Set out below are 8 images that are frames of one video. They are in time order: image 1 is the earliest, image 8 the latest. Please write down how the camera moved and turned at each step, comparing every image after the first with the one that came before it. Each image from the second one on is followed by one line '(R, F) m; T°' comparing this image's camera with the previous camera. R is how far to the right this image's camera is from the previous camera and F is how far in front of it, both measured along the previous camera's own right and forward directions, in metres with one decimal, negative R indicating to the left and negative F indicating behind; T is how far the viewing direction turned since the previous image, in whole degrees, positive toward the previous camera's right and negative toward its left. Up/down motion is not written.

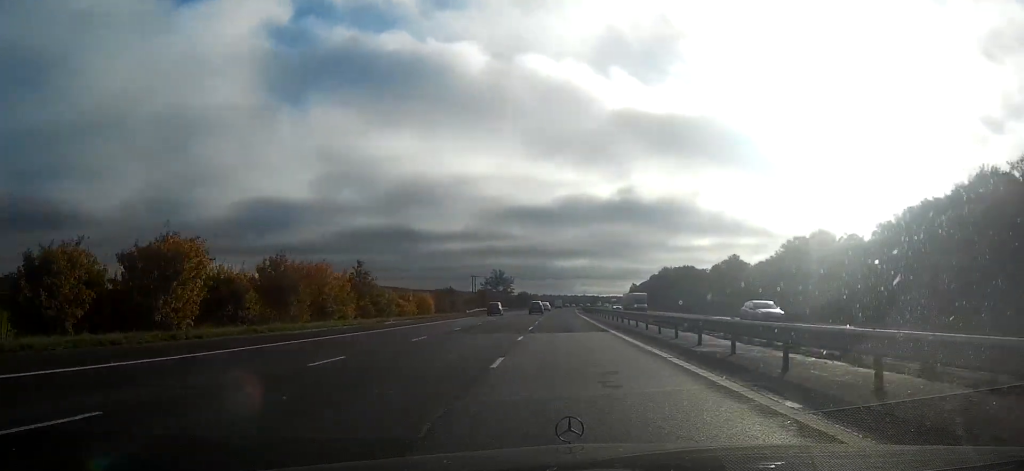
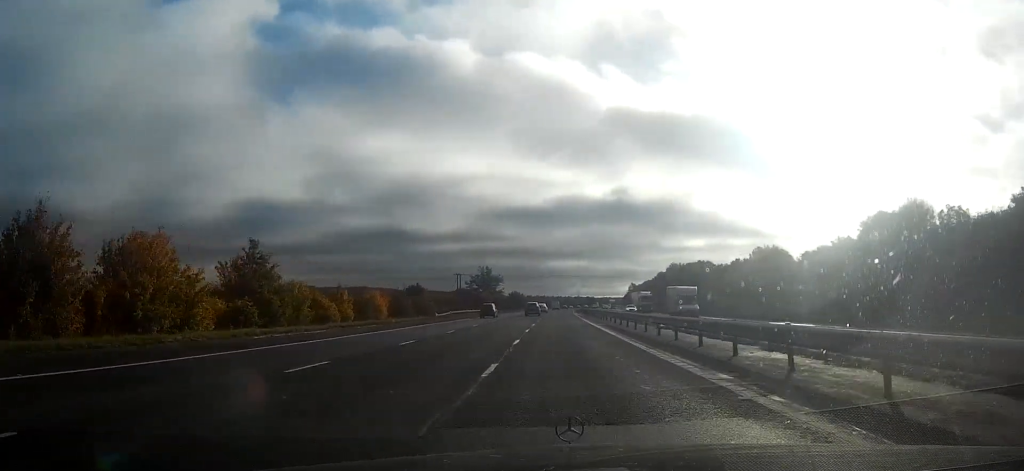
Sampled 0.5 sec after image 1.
(-0.2, +19.6) m; 0°
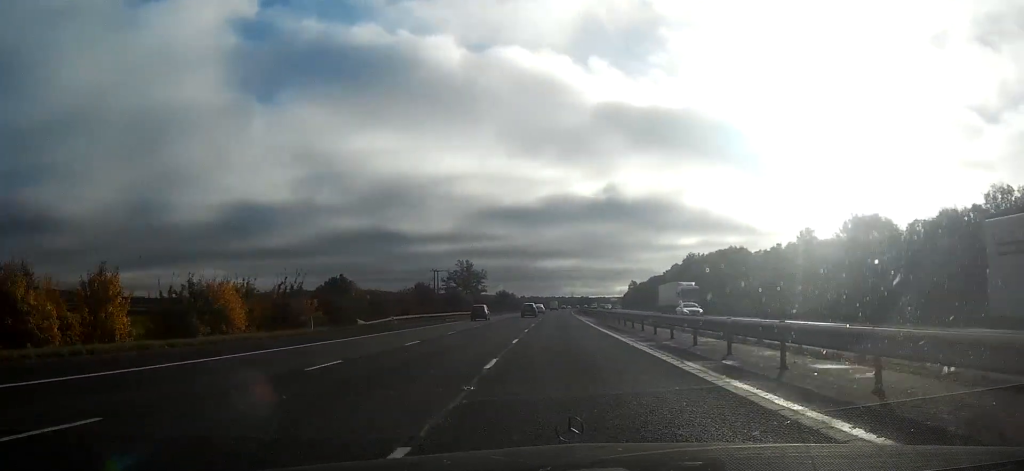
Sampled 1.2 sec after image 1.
(+0.3, +25.7) m; +1°
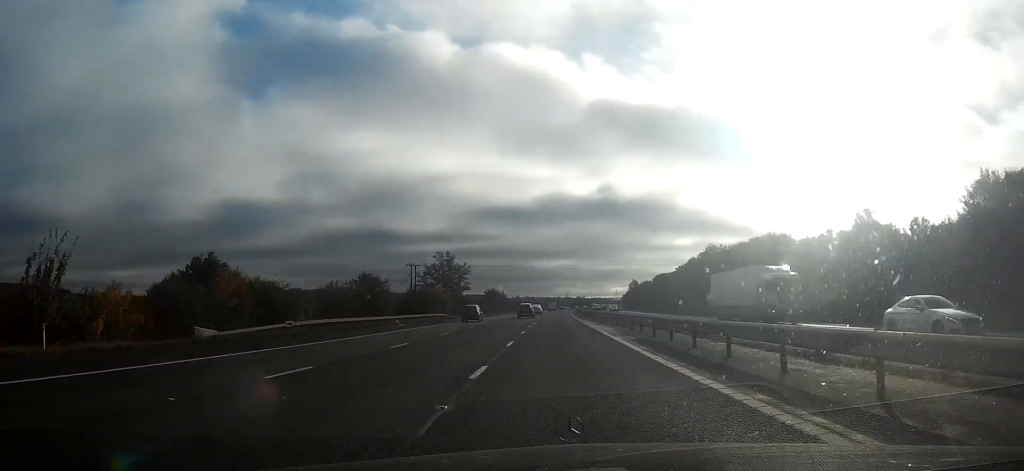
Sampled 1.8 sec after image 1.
(+0.1, +19.5) m; +1°
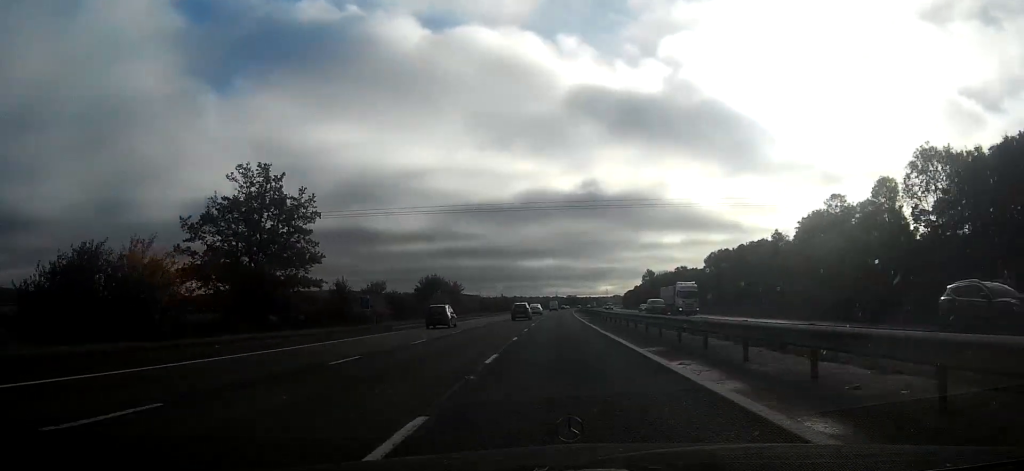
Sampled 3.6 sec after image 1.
(+1.4, +68.5) m; +2°
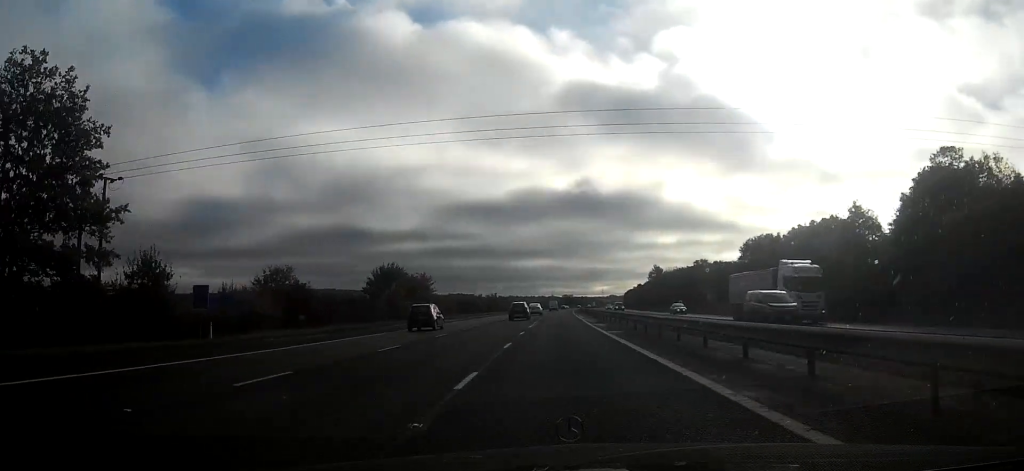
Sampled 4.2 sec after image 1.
(-0.2, +22.1) m; 0°
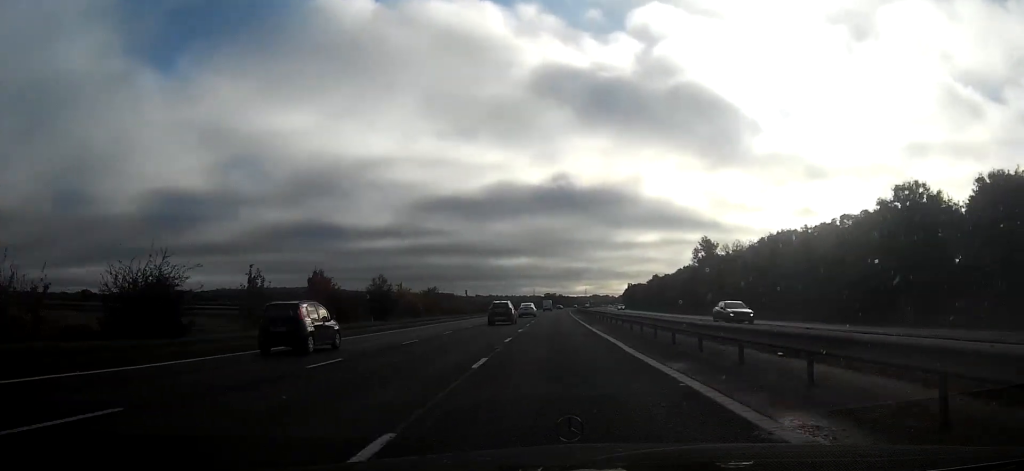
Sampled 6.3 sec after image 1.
(+1.6, +77.2) m; +2°
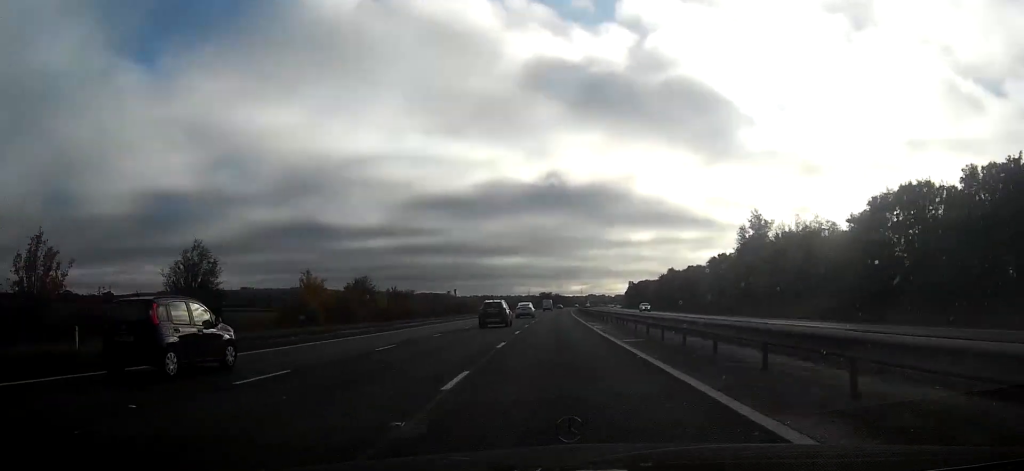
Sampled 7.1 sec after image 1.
(+0.2, +30.1) m; 0°
